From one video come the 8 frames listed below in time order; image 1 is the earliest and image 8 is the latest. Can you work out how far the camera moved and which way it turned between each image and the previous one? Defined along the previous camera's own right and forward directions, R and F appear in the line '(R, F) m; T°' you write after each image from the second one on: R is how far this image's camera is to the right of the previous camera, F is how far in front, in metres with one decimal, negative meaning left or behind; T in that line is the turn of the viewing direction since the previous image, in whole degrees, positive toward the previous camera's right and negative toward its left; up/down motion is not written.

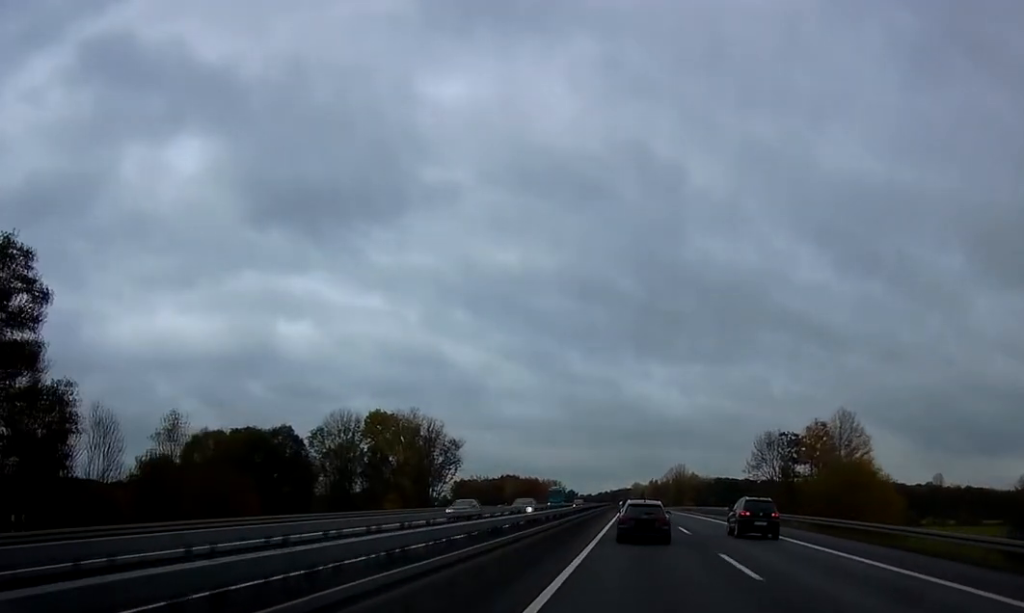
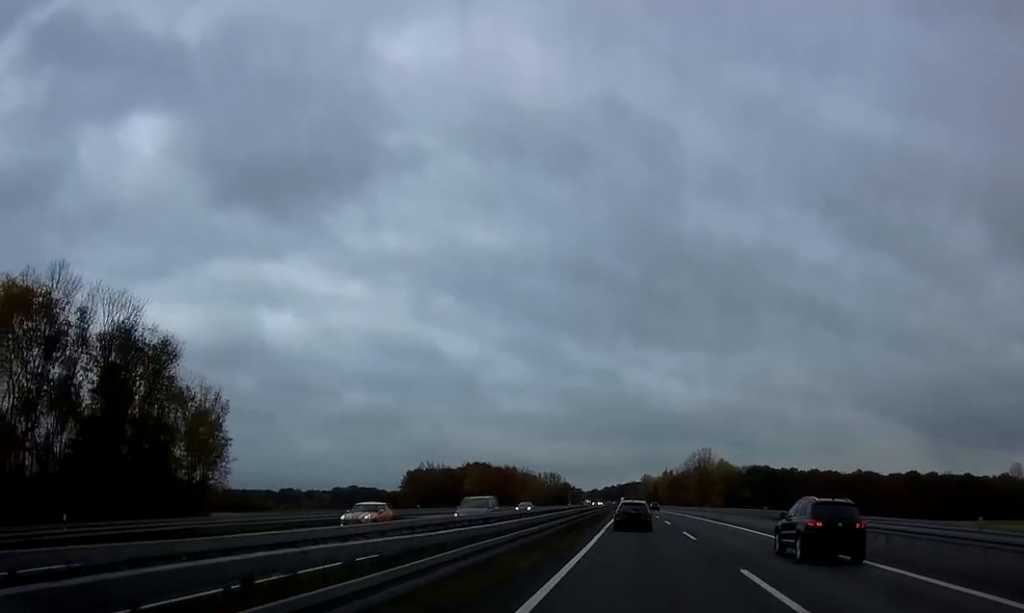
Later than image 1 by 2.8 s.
(-0.2, +93.1) m; -1°
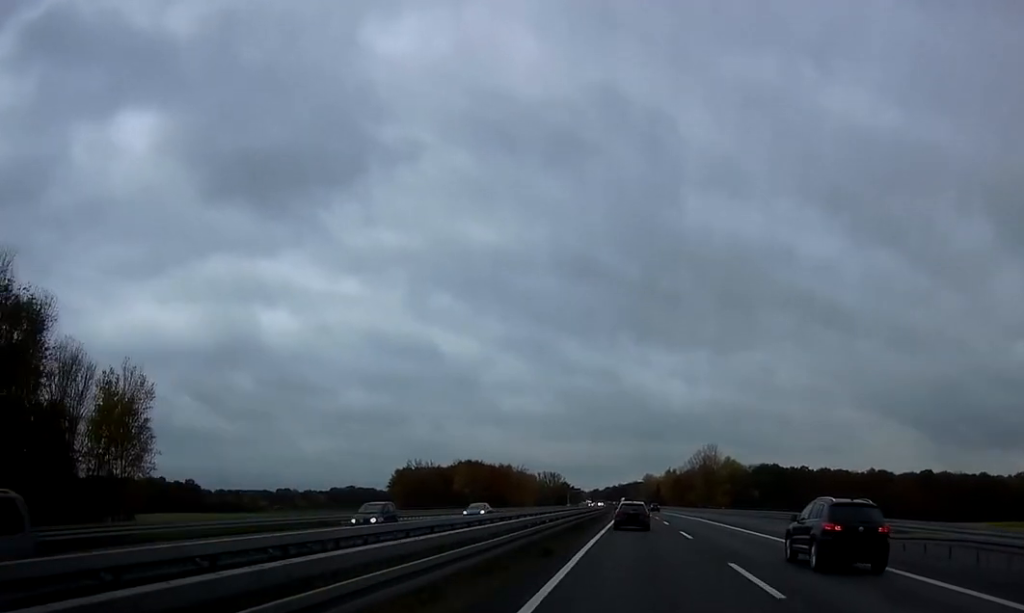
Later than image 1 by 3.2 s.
(-0.1, +16.0) m; 0°
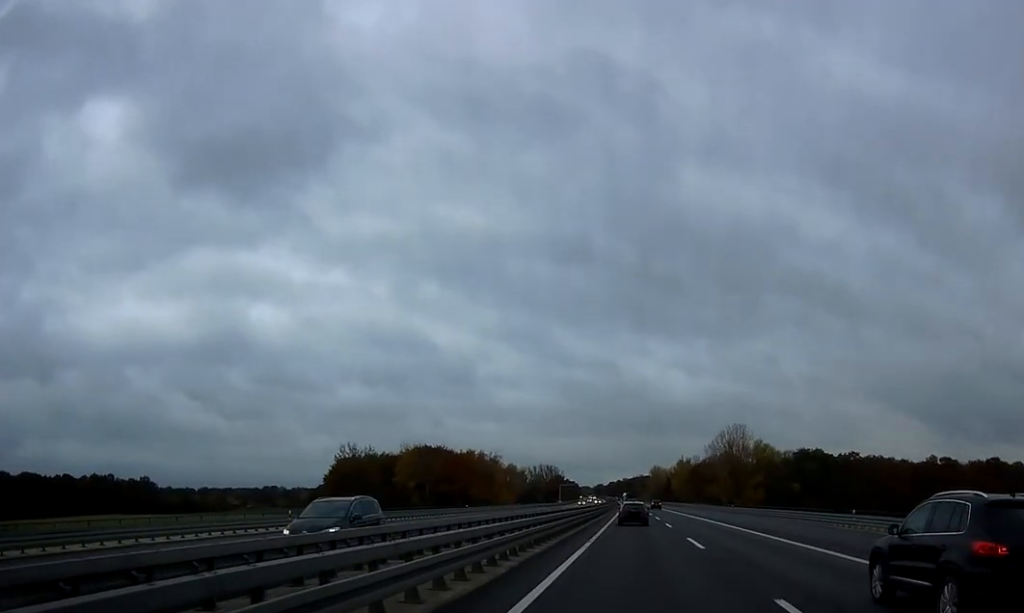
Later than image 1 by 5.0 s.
(0.0, +59.4) m; 0°
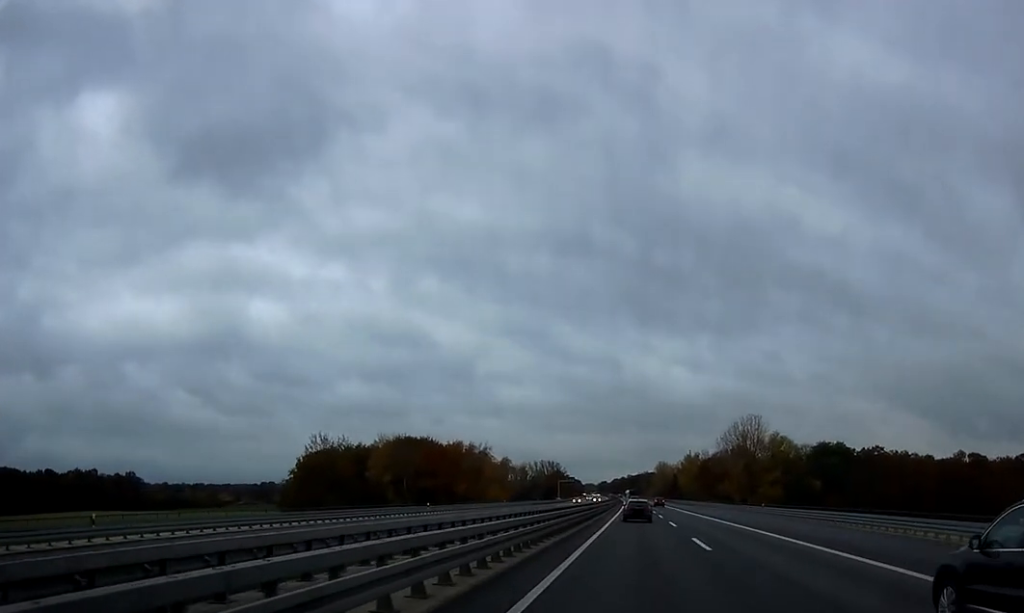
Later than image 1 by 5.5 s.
(0.0, +19.3) m; 0°
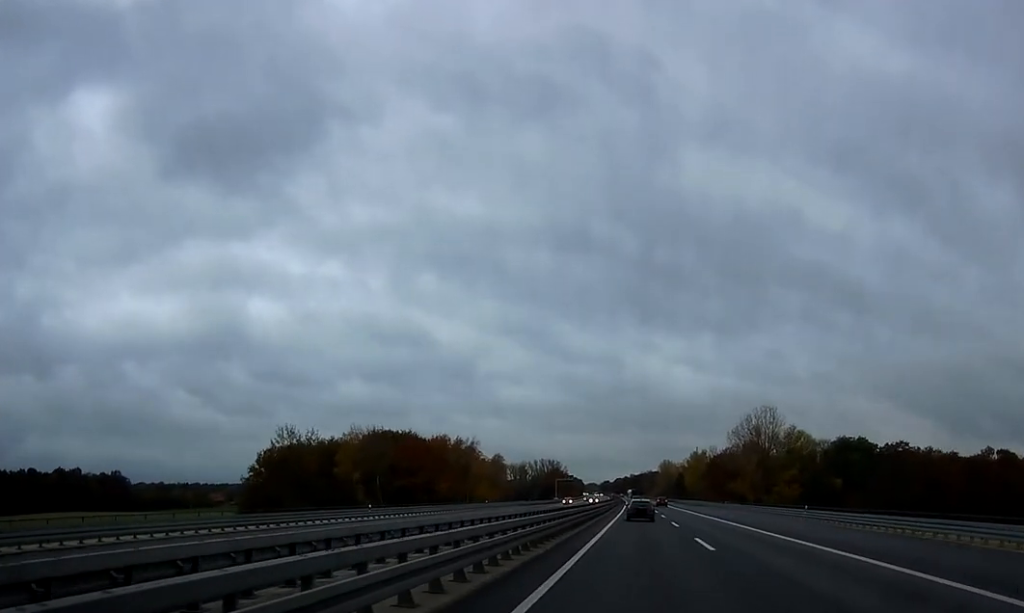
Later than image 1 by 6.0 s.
(-0.2, +17.7) m; 0°
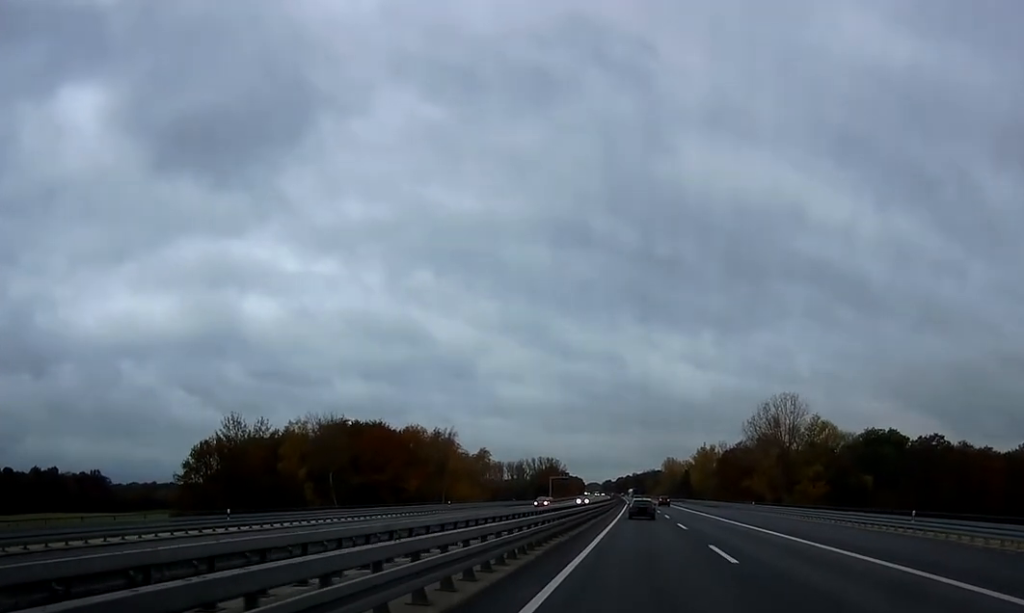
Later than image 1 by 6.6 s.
(+0.1, +22.0) m; 0°
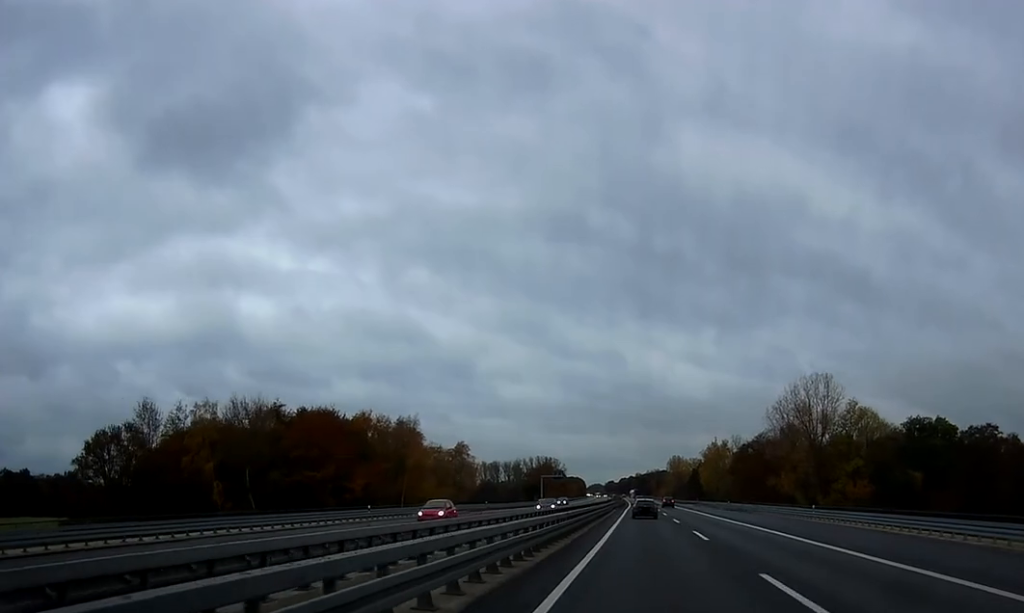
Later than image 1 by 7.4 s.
(+0.3, +26.3) m; 0°
